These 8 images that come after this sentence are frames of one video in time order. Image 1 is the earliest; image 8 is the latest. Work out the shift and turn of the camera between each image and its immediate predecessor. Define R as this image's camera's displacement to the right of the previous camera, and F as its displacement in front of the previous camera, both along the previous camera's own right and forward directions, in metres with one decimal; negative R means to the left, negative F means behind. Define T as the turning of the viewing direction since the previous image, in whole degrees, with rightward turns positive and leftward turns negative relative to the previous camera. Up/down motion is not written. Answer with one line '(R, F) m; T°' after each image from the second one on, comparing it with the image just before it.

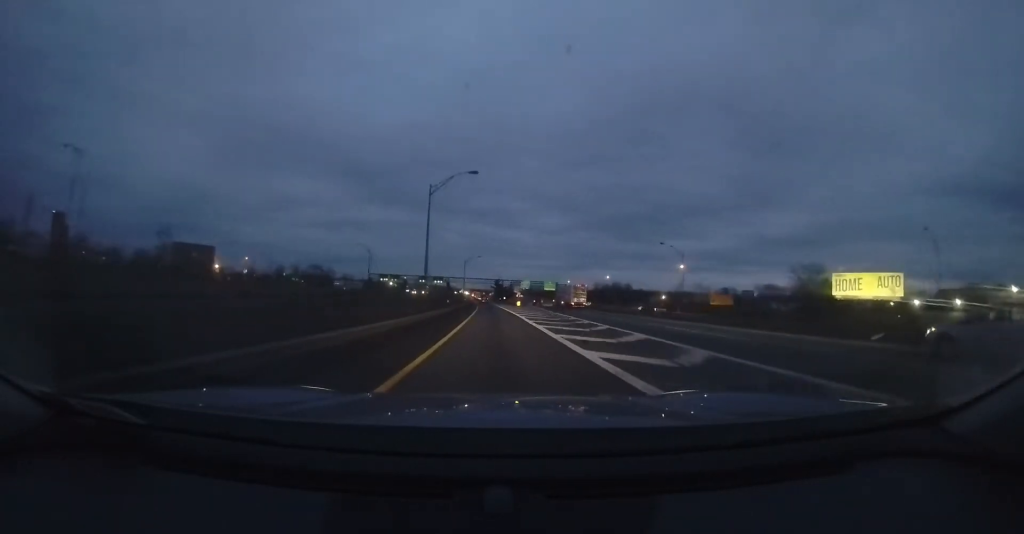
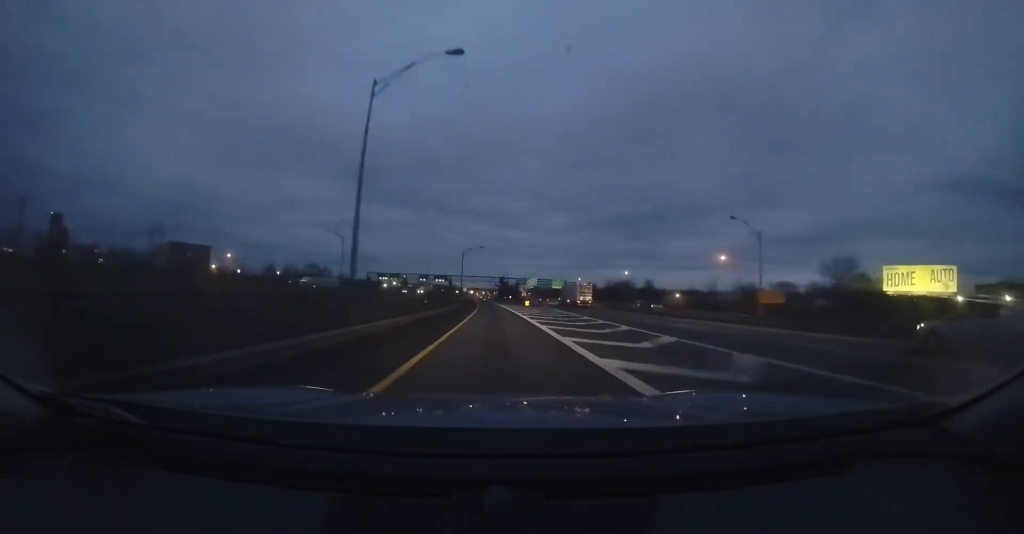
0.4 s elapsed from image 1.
(-0.2, +10.7) m; -1°
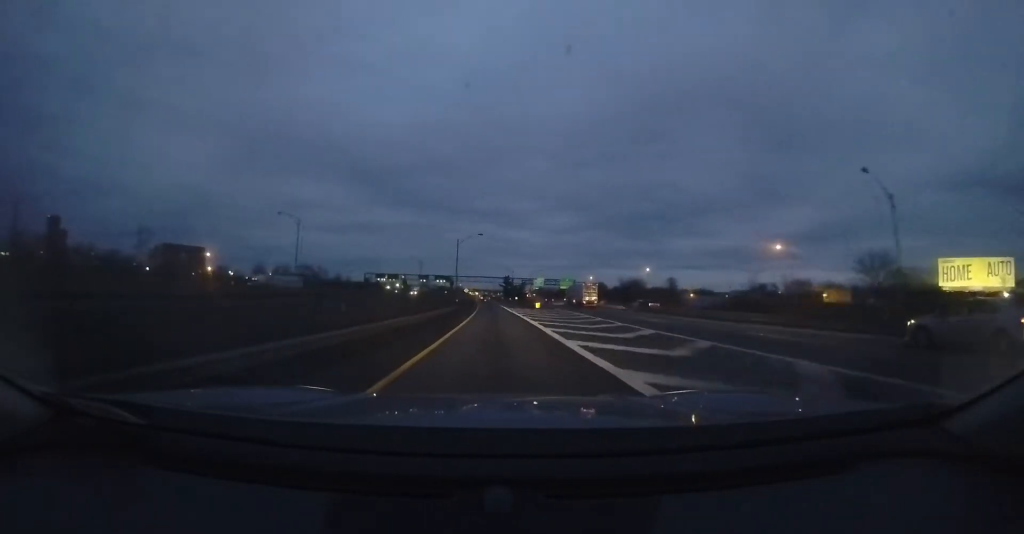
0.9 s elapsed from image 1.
(-0.1, +10.7) m; 0°
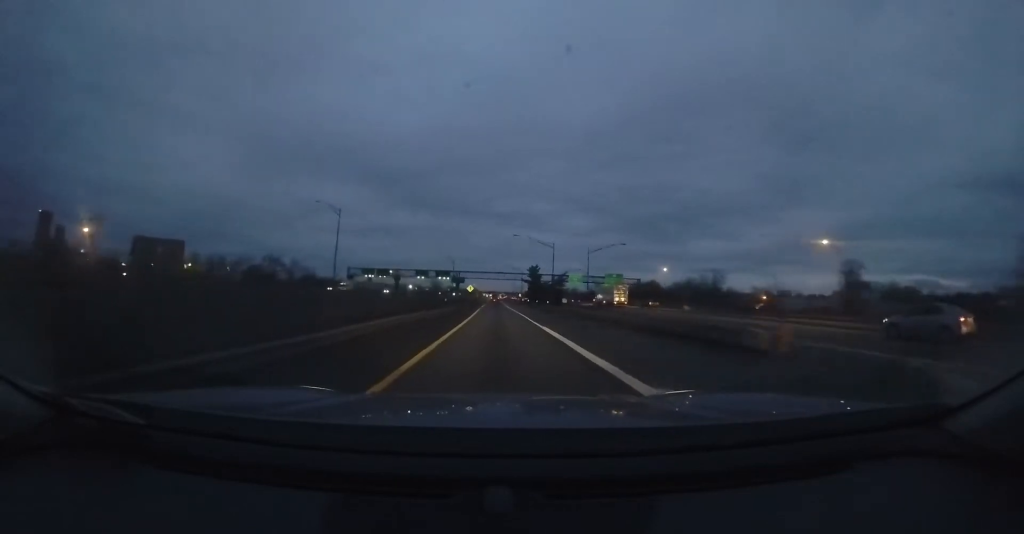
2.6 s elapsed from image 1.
(-0.6, +43.5) m; -2°
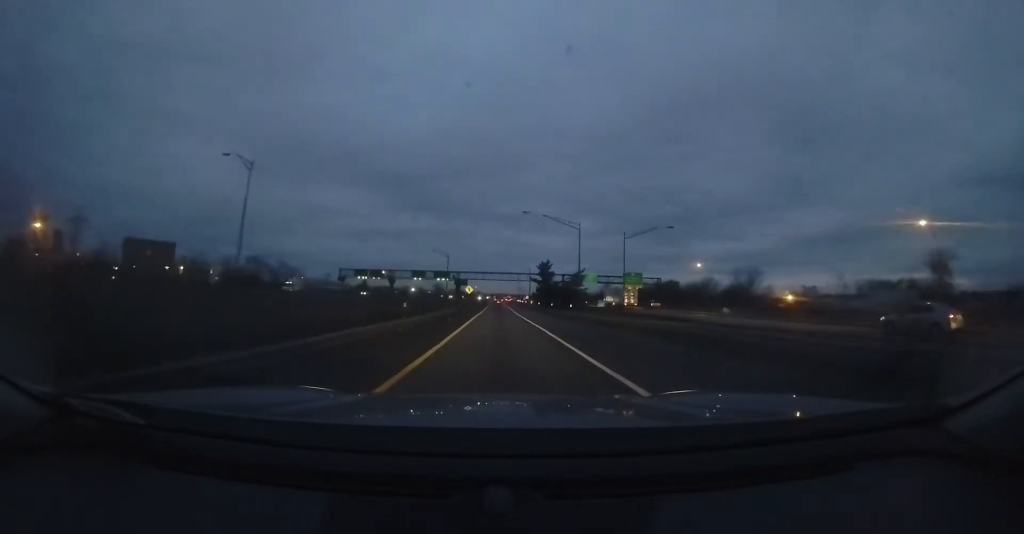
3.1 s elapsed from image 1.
(-0.1, +12.2) m; 0°
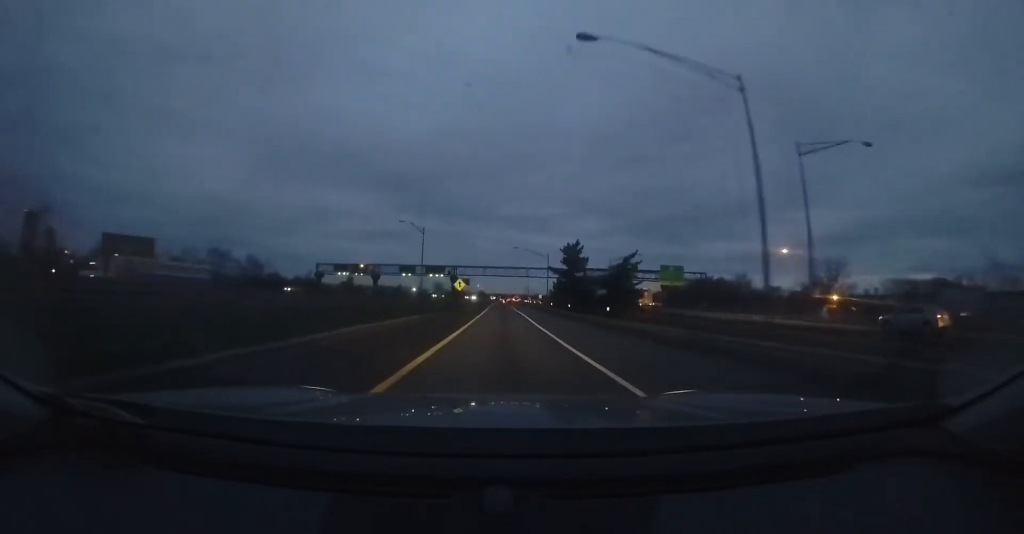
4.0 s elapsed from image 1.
(0.0, +21.2) m; 0°
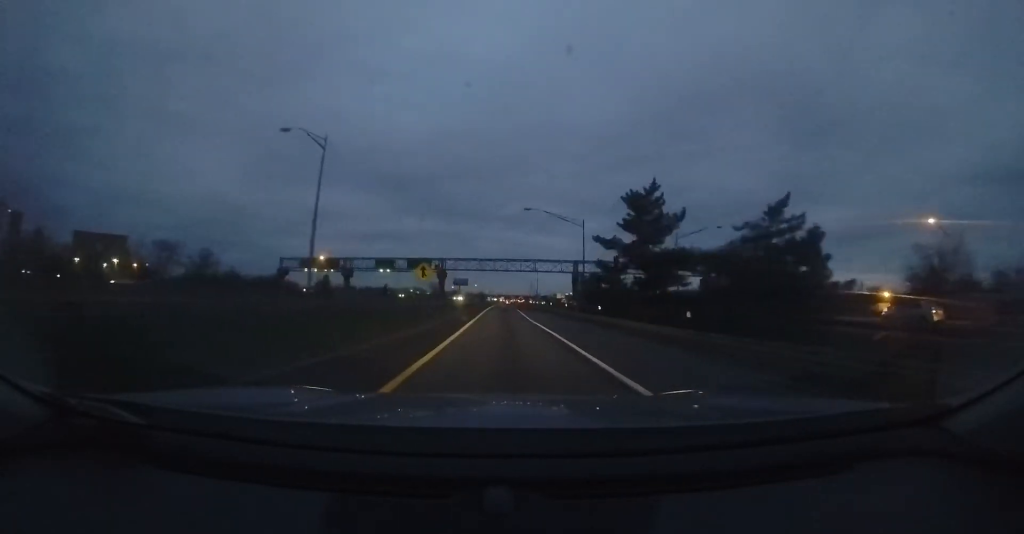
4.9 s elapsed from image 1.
(0.0, +21.2) m; 0°
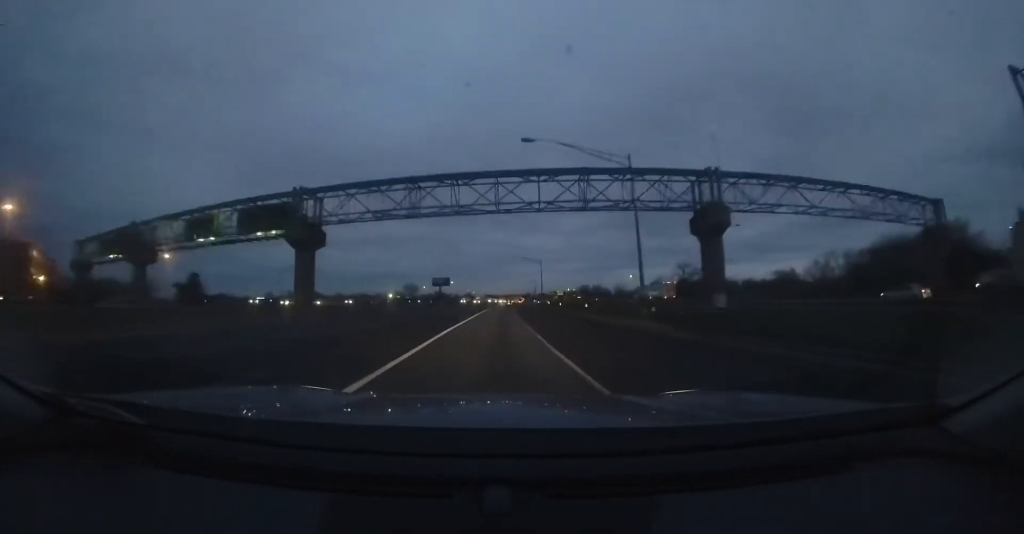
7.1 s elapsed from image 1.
(+1.4, +55.2) m; +3°
